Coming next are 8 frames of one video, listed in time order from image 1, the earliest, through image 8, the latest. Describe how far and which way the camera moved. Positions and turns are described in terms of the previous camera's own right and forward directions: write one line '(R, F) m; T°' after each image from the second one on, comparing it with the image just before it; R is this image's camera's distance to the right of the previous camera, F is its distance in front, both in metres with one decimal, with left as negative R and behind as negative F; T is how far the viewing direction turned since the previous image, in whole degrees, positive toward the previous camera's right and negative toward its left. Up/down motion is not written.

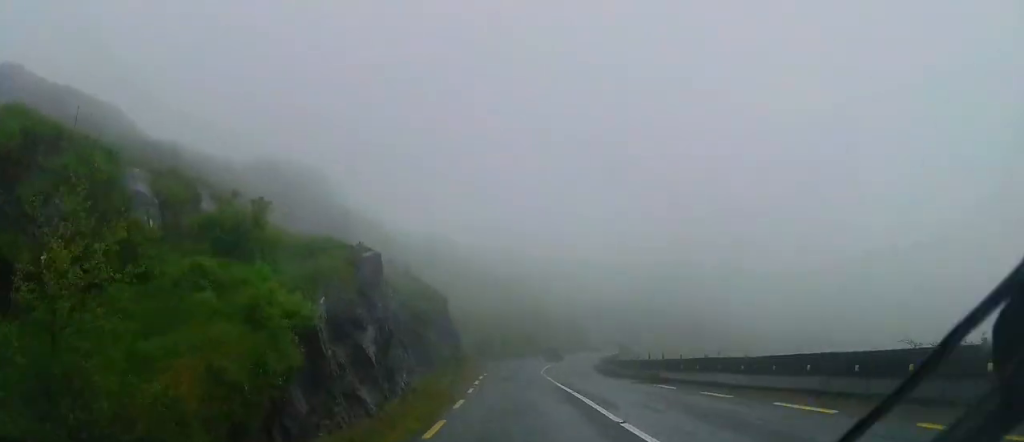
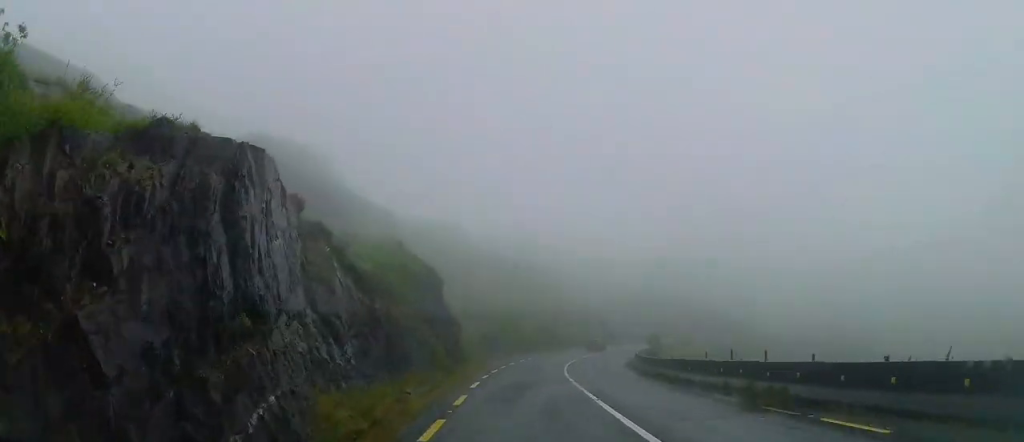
(0.0, +9.6) m; 0°
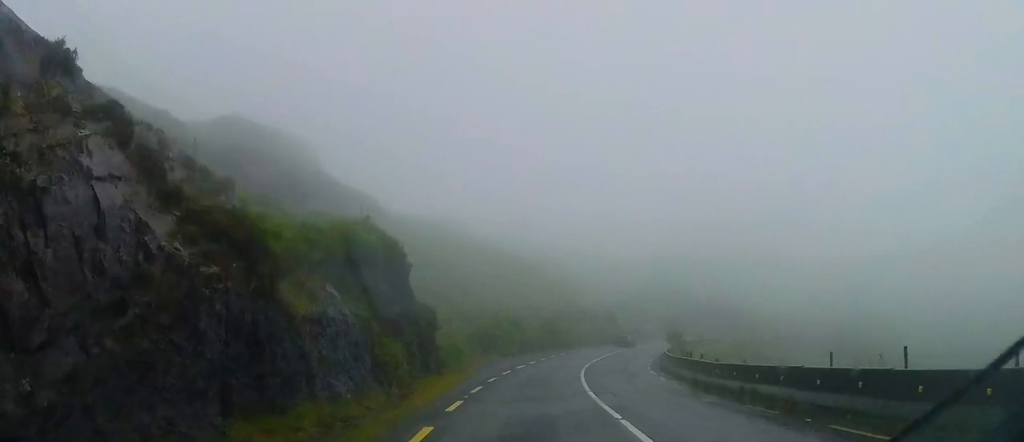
(0.0, +9.3) m; 0°
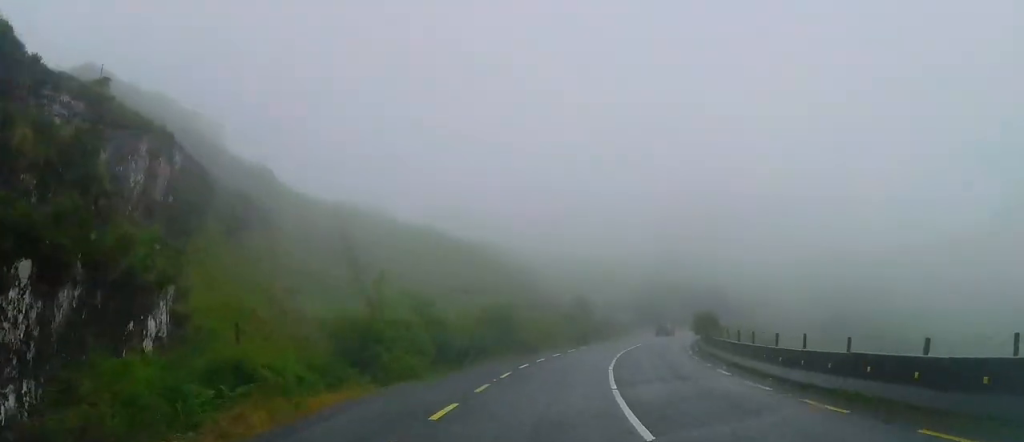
(+0.8, +22.9) m; +6°
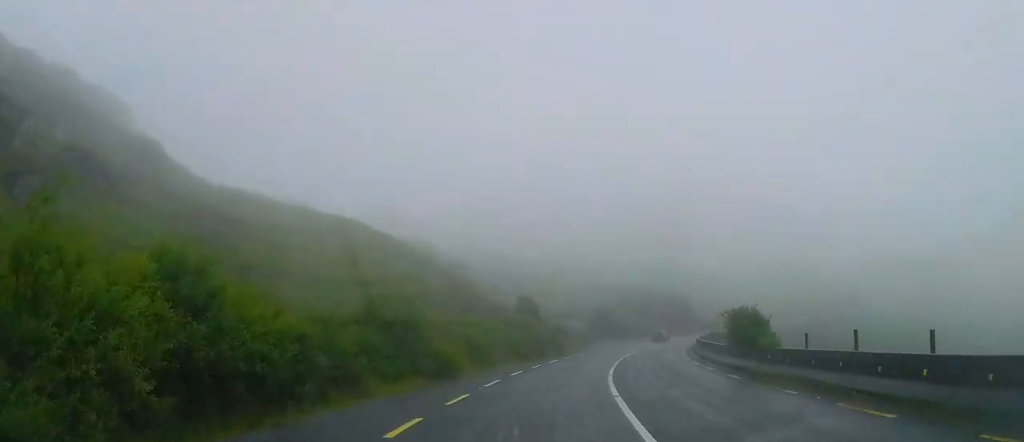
(+0.7, +14.4) m; +6°
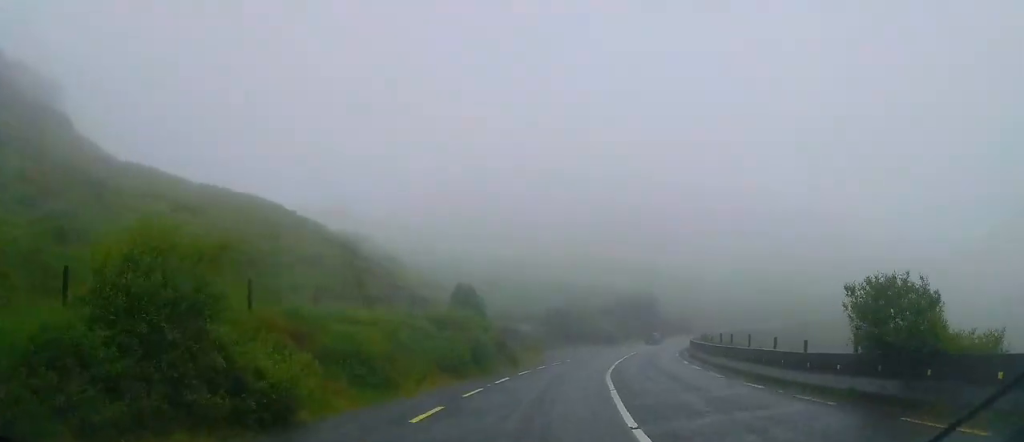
(+0.5, +11.1) m; +5°
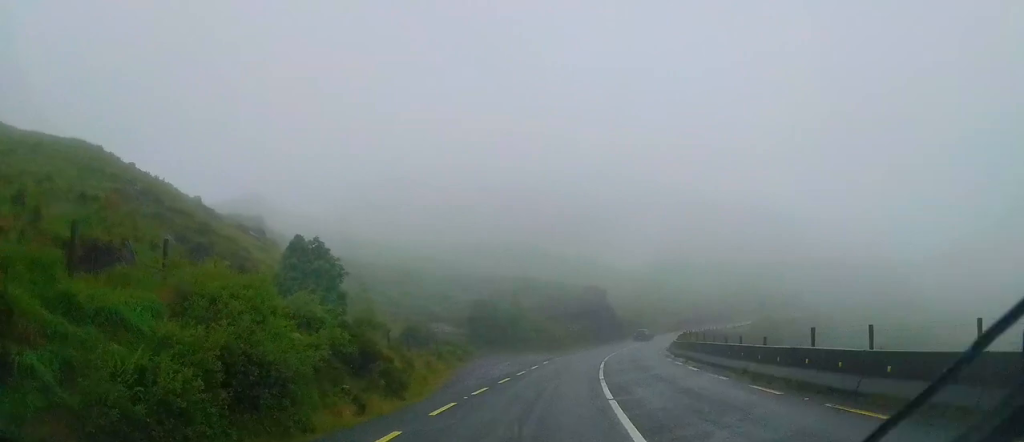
(+0.7, +15.2) m; +4°
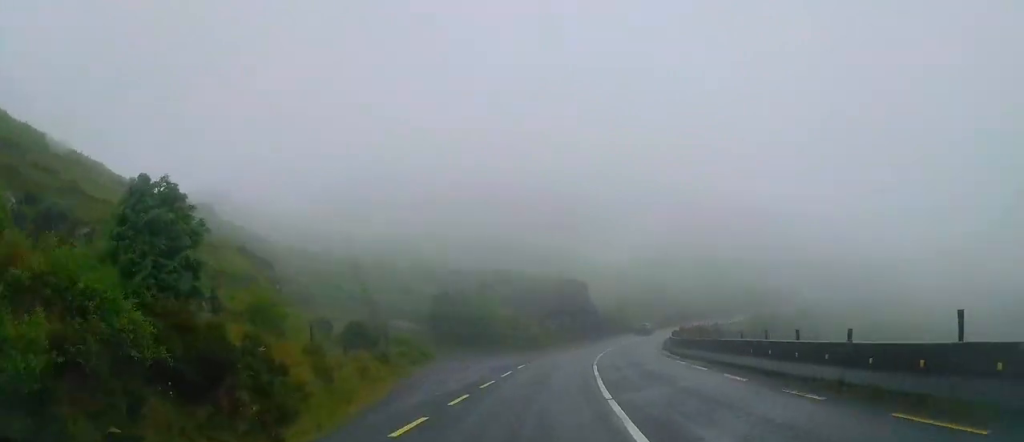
(0.0, +6.6) m; +2°
